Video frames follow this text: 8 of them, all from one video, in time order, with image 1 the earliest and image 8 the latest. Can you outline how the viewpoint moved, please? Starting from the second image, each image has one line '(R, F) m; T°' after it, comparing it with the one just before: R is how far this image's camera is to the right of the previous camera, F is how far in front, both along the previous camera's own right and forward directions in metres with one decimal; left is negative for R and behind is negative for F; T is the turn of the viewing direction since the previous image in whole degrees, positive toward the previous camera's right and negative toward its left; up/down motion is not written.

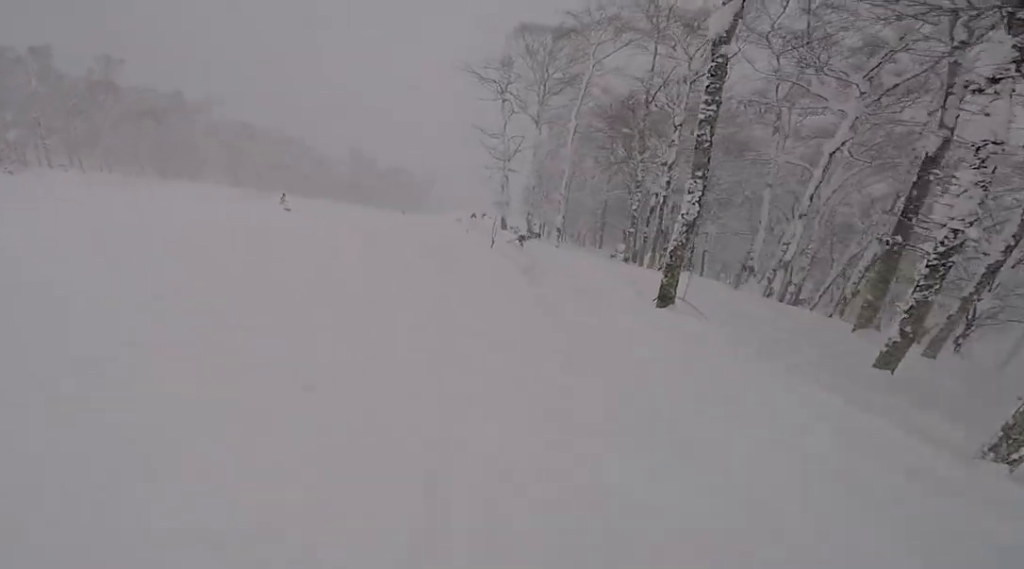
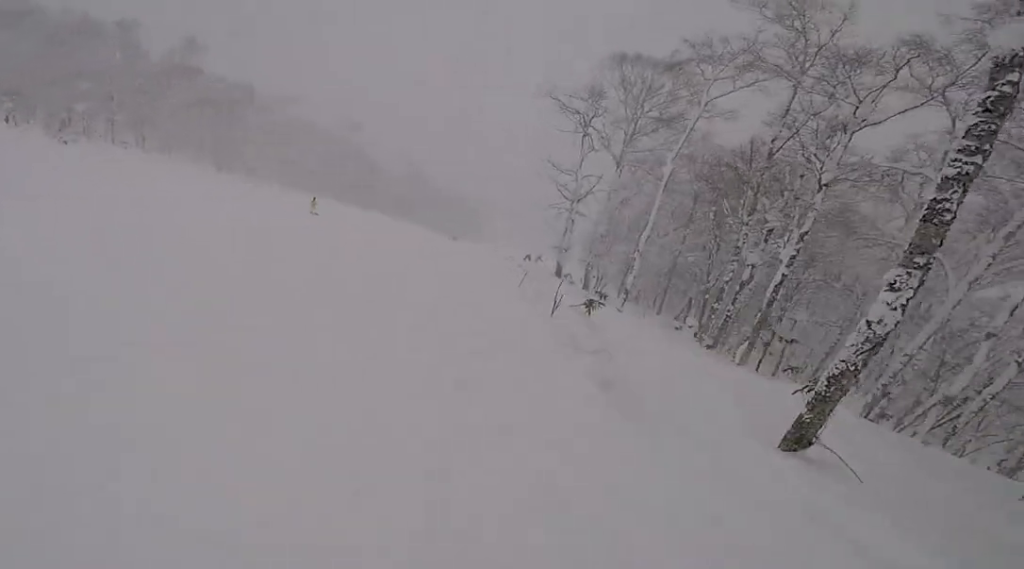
(+0.3, +3.1) m; -9°
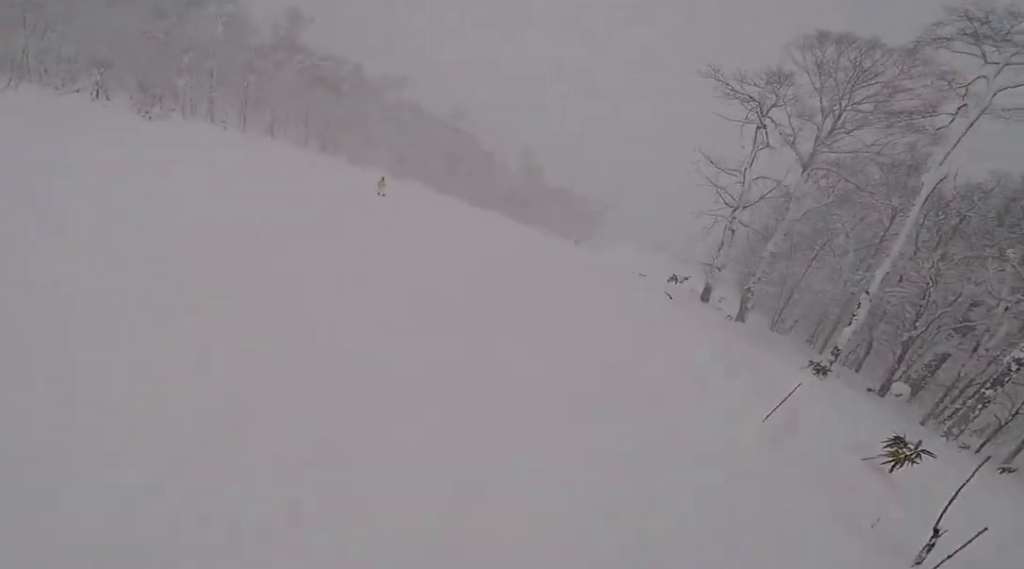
(-1.2, +5.5) m; -3°
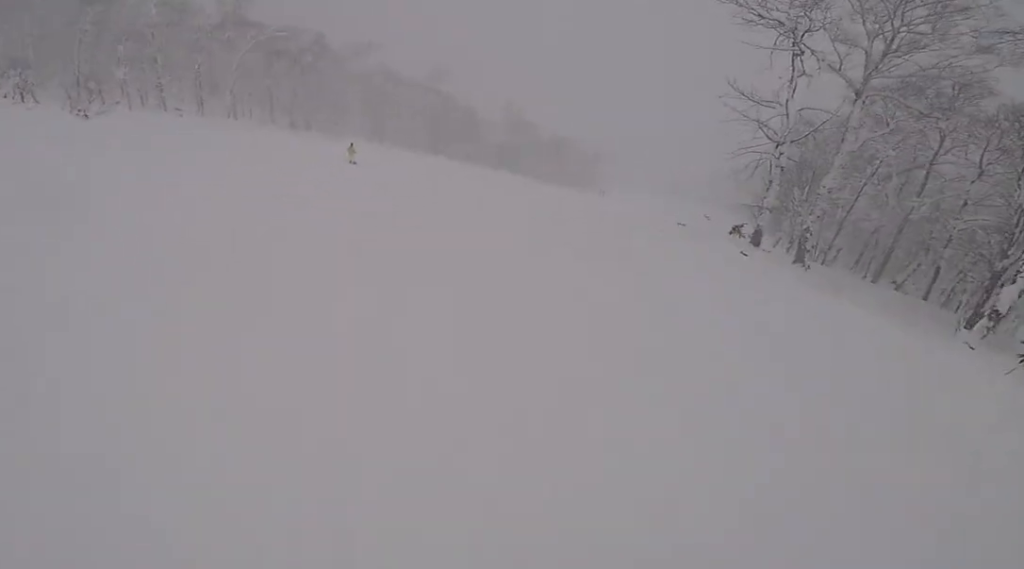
(+0.2, +4.0) m; +9°
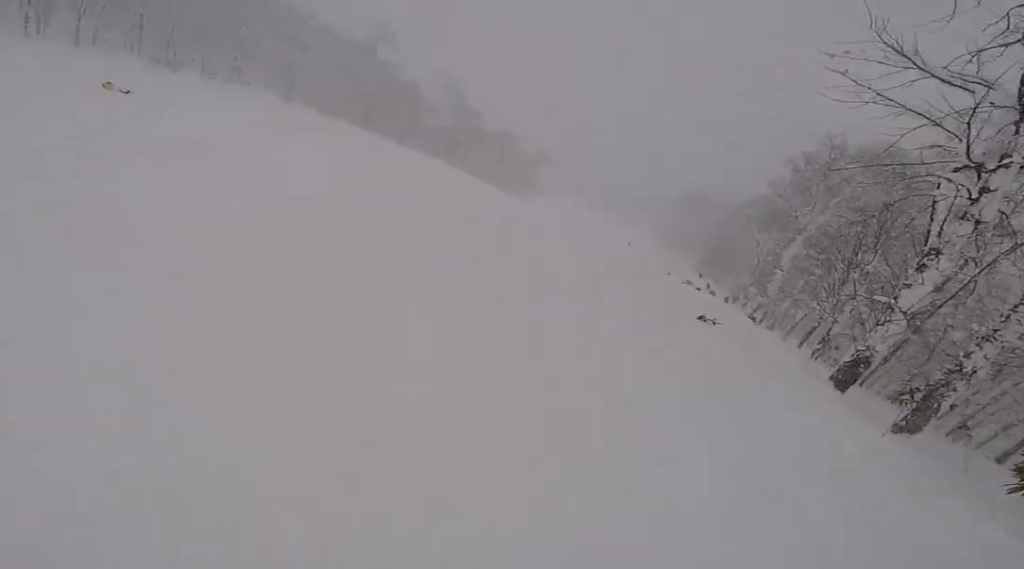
(+3.6, +16.0) m; -1°
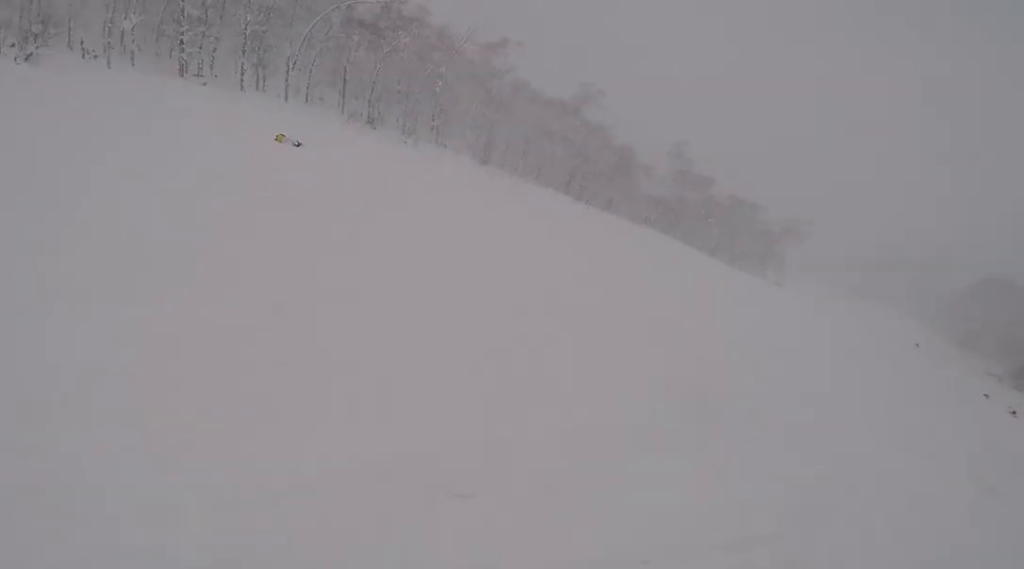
(-0.8, +4.9) m; -1°
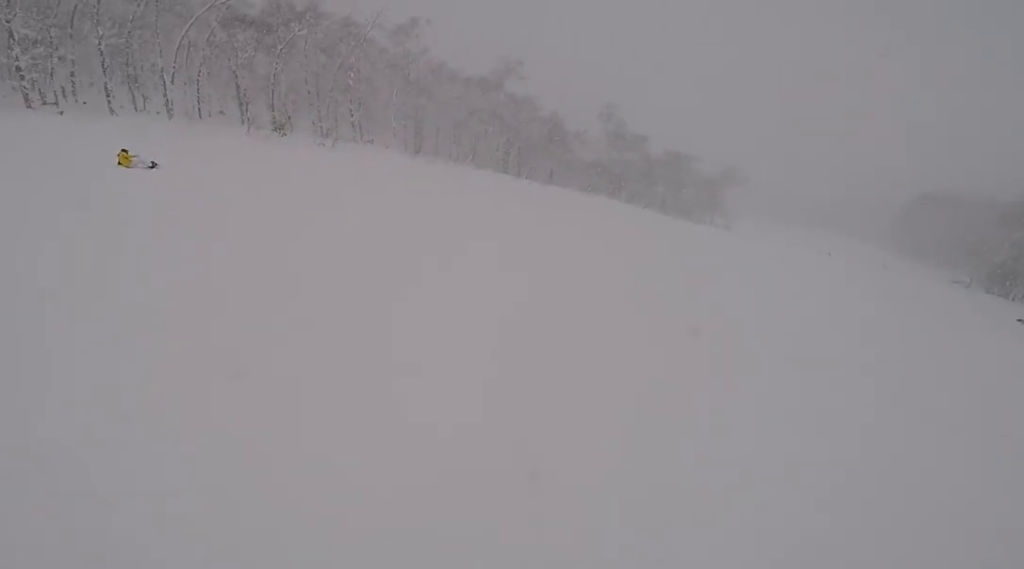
(+0.3, +5.2) m; +8°
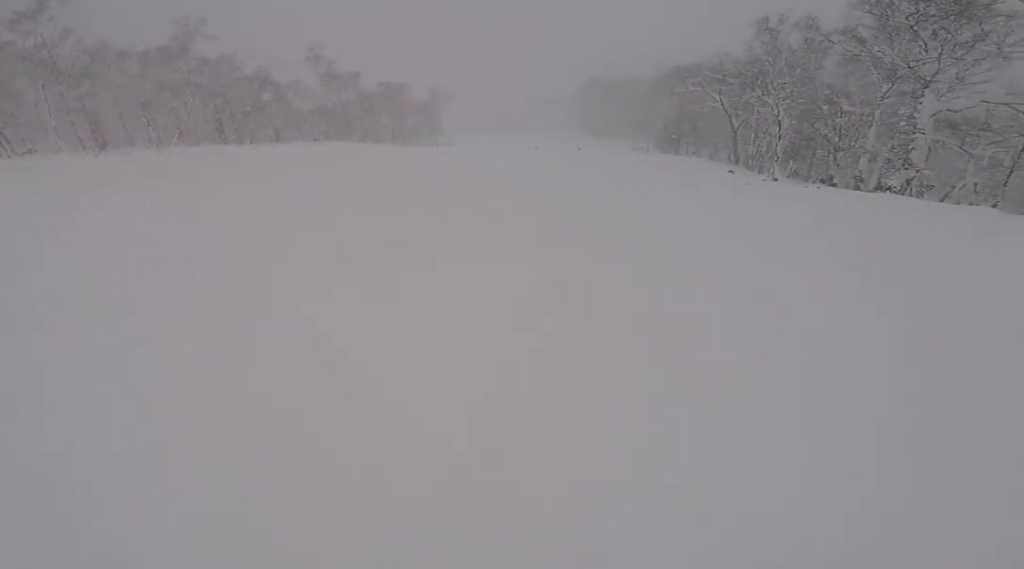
(+0.2, +3.7) m; +12°
